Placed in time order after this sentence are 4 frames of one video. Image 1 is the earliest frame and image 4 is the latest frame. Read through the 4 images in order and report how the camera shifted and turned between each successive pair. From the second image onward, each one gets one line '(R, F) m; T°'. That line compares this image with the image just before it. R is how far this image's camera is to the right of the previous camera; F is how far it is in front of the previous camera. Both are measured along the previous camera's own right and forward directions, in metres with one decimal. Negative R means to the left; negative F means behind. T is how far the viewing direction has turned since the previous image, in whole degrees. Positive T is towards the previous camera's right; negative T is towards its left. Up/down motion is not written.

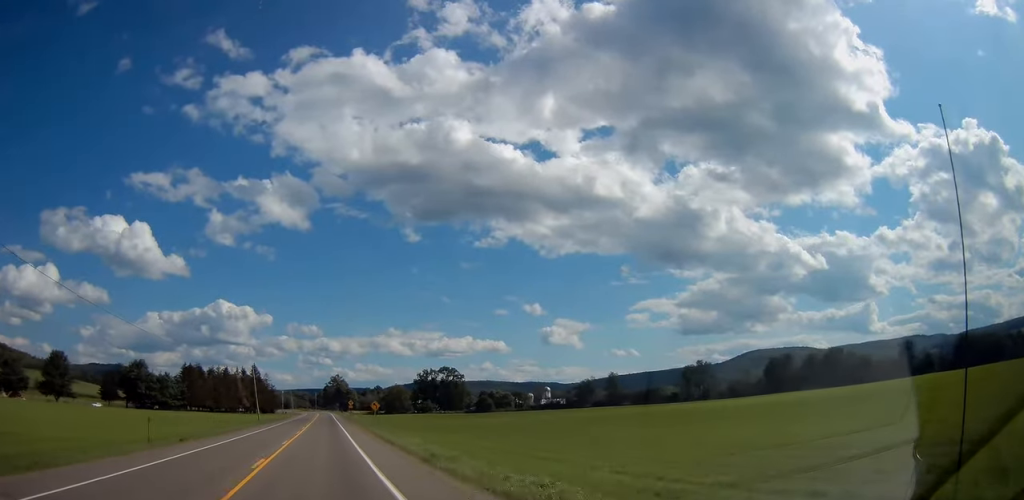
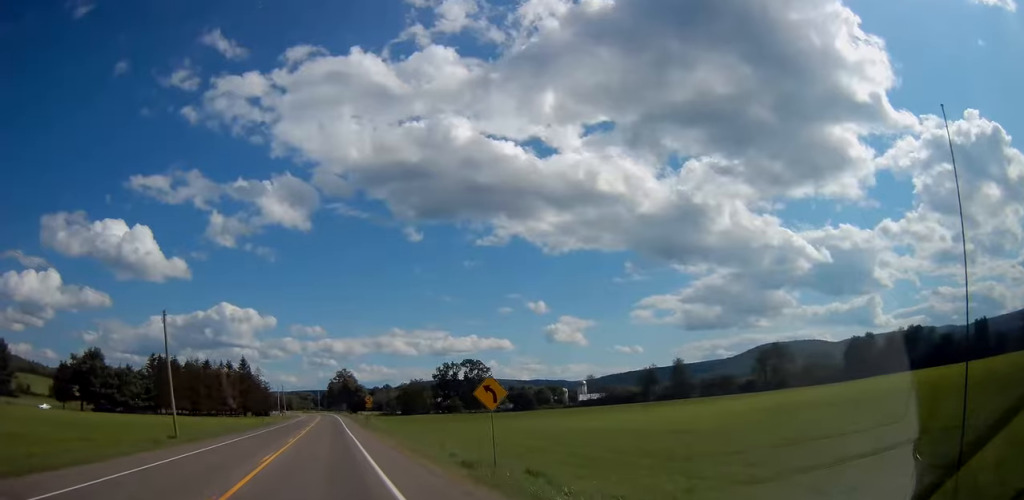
(0.0, +46.2) m; 0°
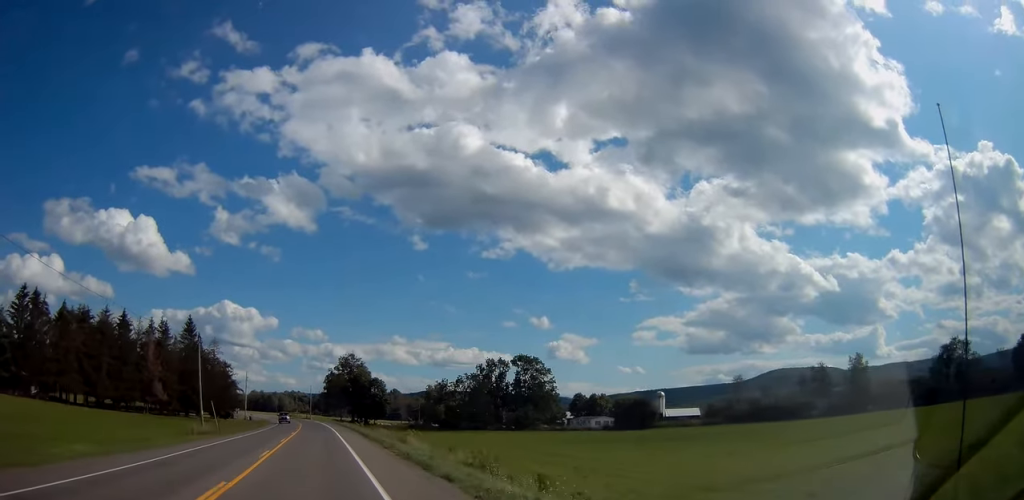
(-0.2, +82.2) m; 0°
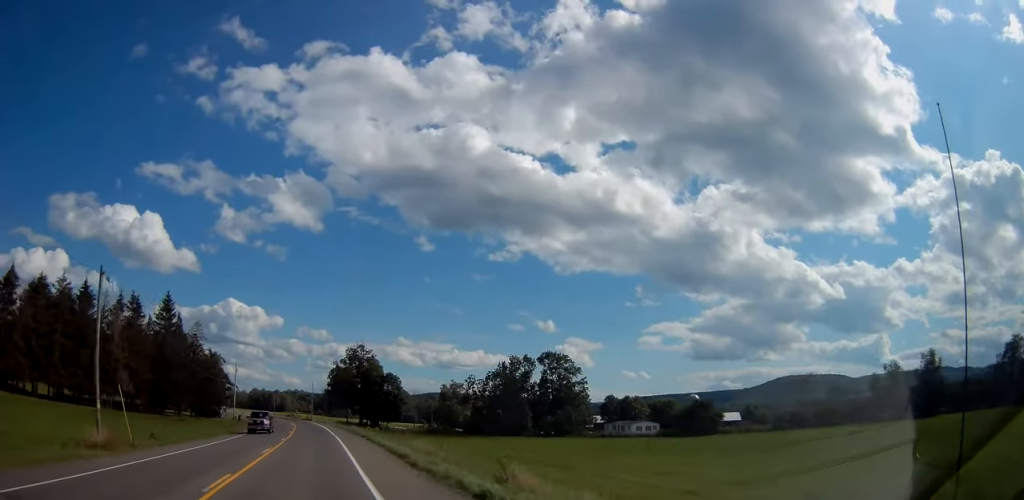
(+0.2, +22.7) m; -1°
